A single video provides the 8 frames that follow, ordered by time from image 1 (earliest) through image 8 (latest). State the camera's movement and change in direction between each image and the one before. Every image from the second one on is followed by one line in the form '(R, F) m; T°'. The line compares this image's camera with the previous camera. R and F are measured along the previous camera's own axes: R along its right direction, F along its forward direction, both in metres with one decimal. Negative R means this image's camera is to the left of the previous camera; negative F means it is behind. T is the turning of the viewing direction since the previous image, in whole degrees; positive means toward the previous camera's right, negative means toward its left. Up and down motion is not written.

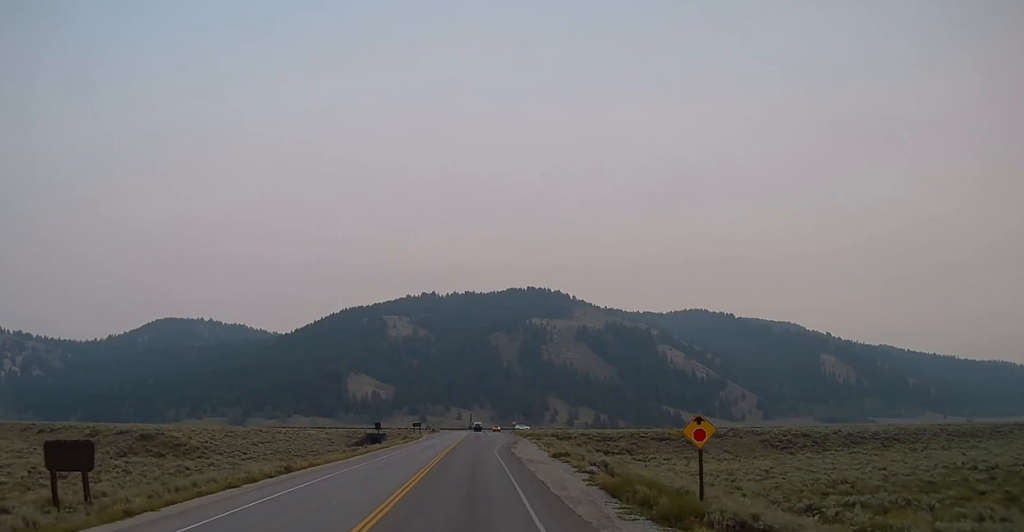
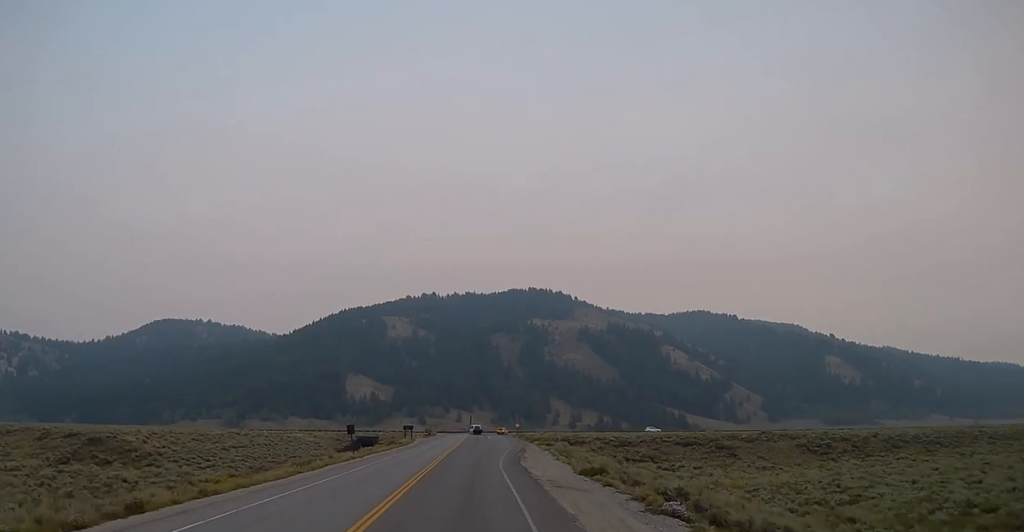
(-0.1, +15.1) m; -1°
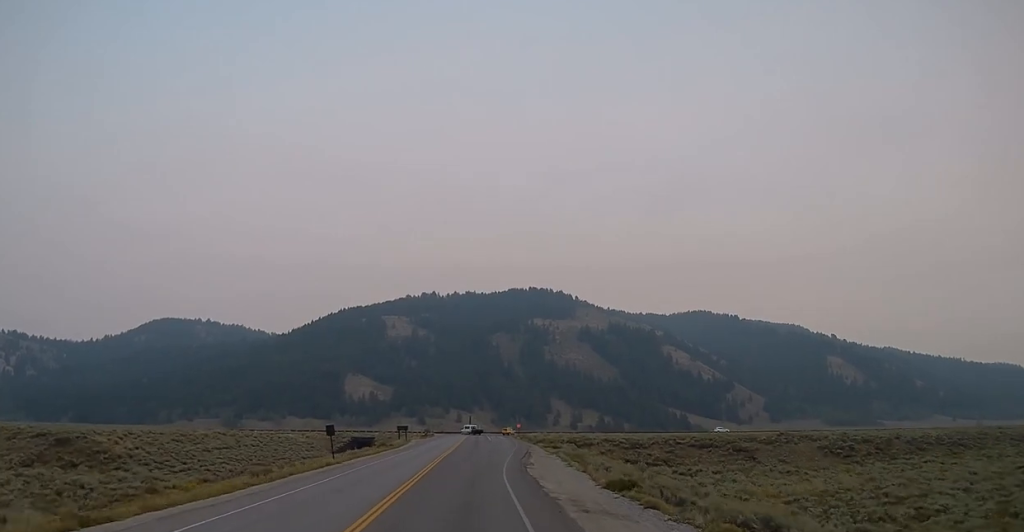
(-0.2, +7.2) m; 0°
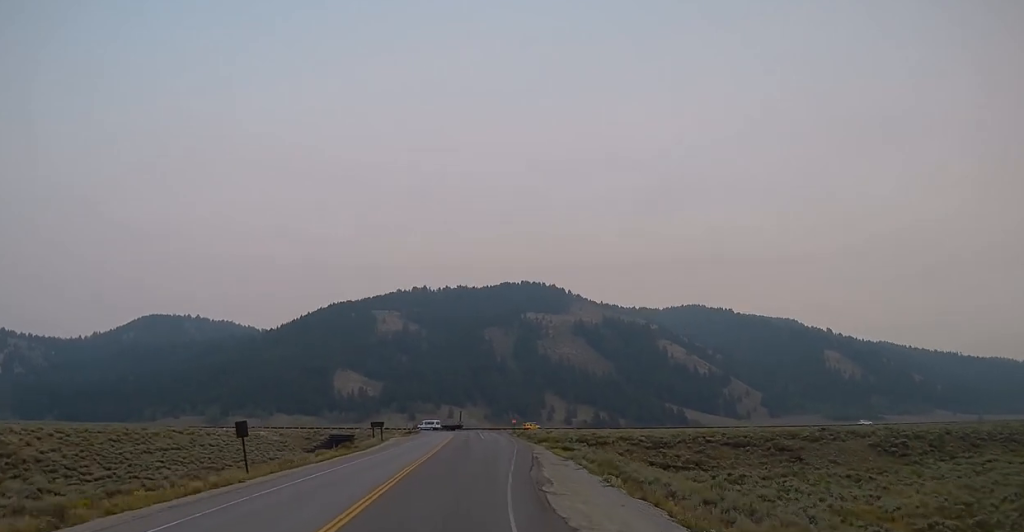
(+0.2, +16.1) m; +3°
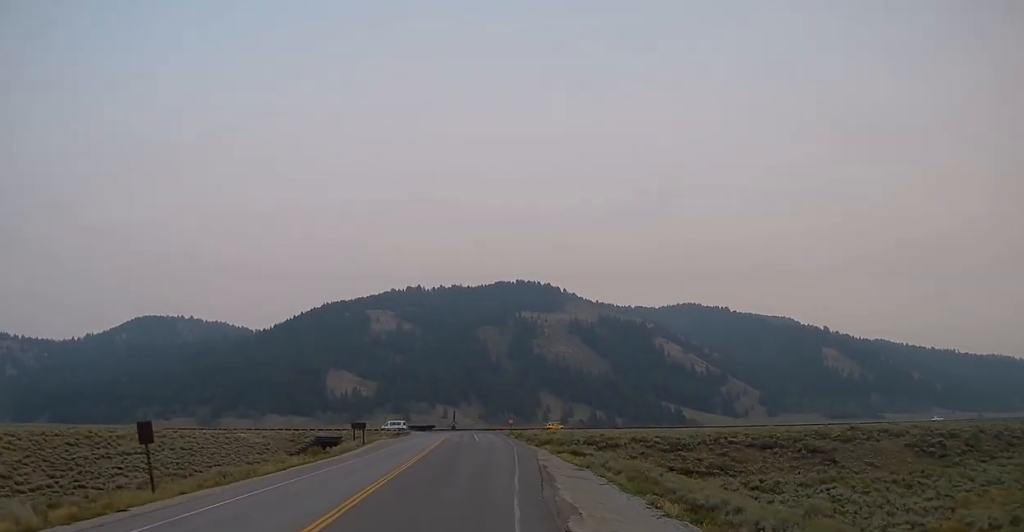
(+0.2, +9.1) m; +1°
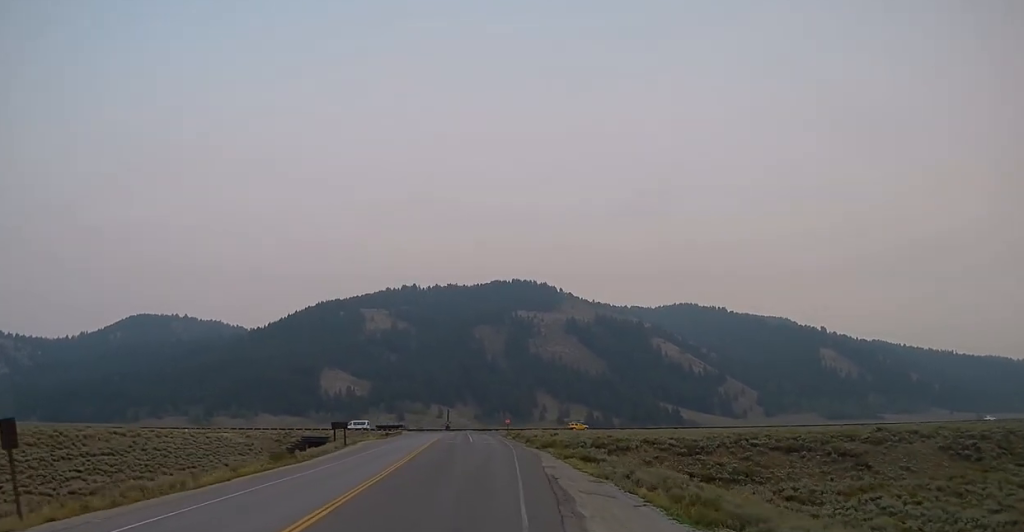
(+0.1, +7.2) m; 0°
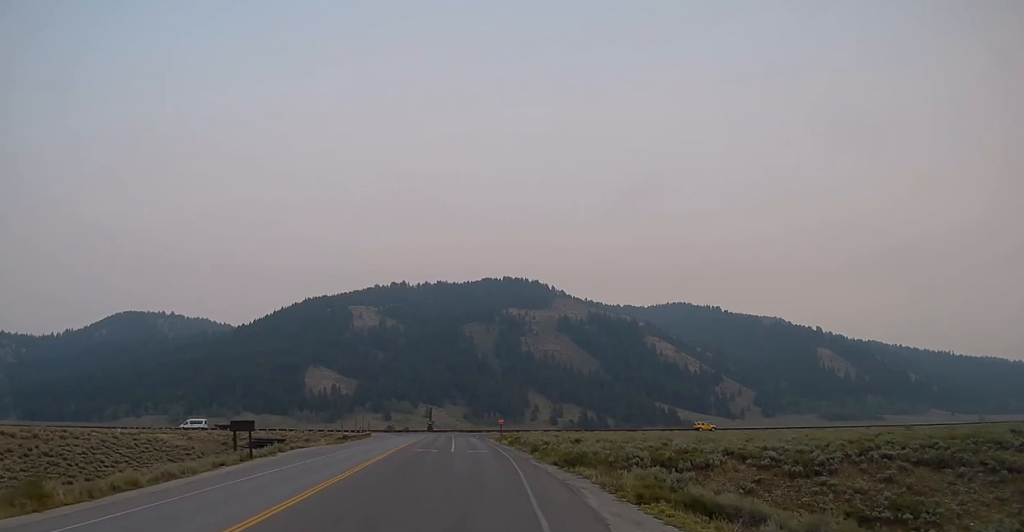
(-0.5, +24.8) m; -1°
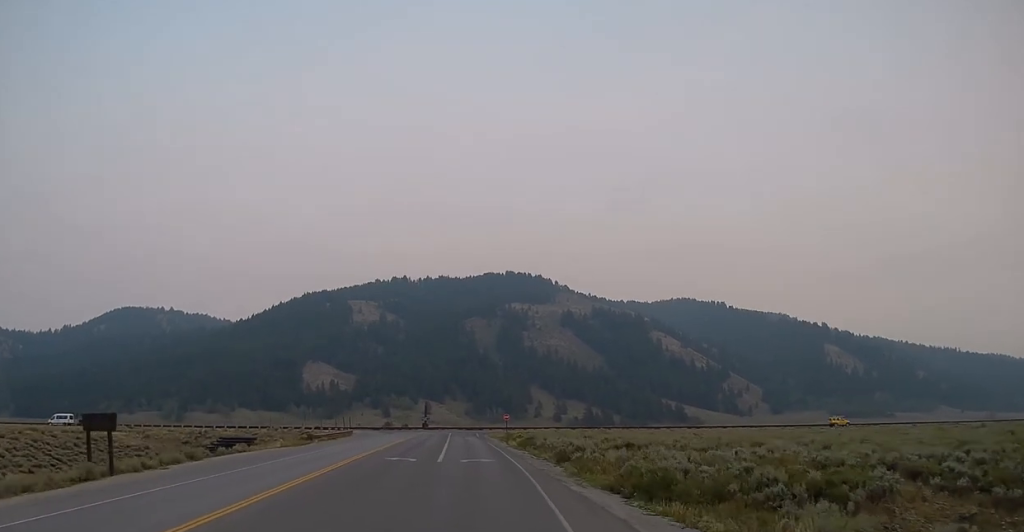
(+0.2, +16.0) m; +1°
